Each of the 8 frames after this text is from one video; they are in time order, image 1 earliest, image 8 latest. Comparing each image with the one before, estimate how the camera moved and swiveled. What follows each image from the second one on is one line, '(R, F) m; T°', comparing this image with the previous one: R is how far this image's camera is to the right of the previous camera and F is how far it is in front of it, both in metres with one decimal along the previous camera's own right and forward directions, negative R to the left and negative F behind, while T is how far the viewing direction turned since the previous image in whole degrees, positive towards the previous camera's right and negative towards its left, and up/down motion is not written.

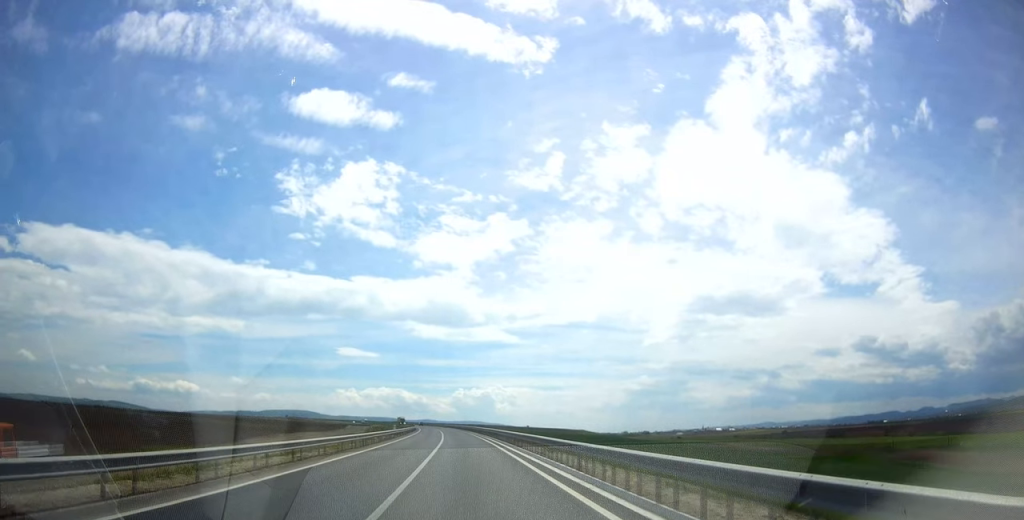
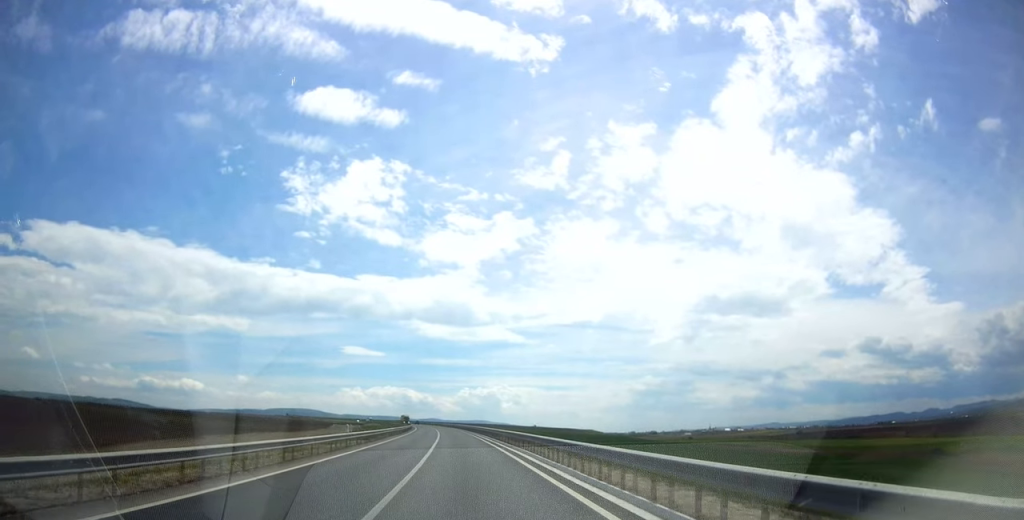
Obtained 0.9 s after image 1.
(-0.4, +24.8) m; -2°
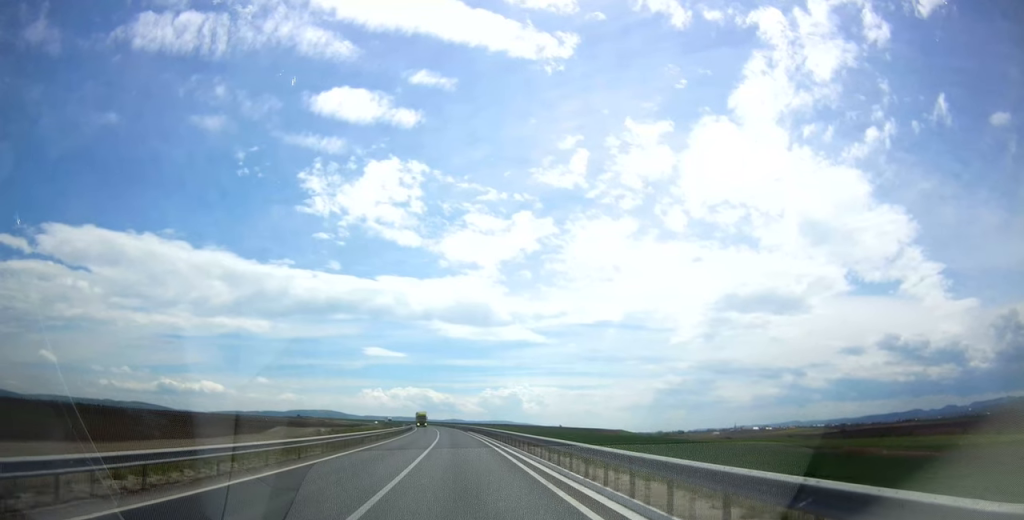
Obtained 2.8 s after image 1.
(-0.5, +51.7) m; 0°
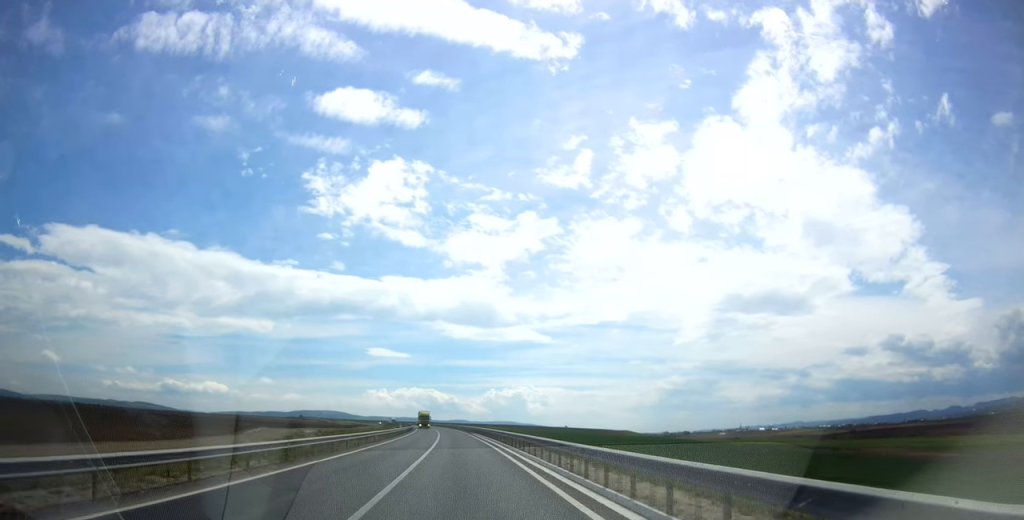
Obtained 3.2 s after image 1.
(+0.1, +10.7) m; 0°
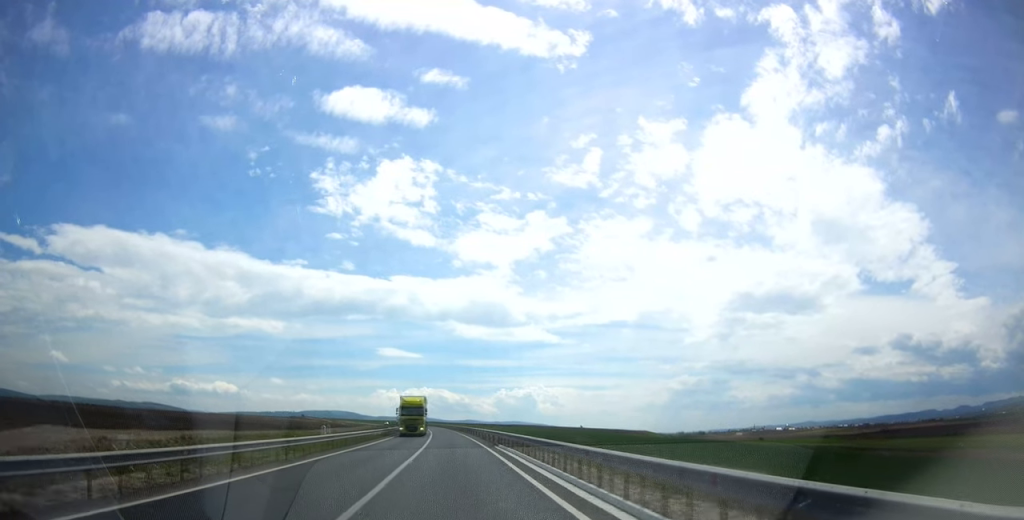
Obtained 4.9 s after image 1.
(-0.7, +43.8) m; -3°
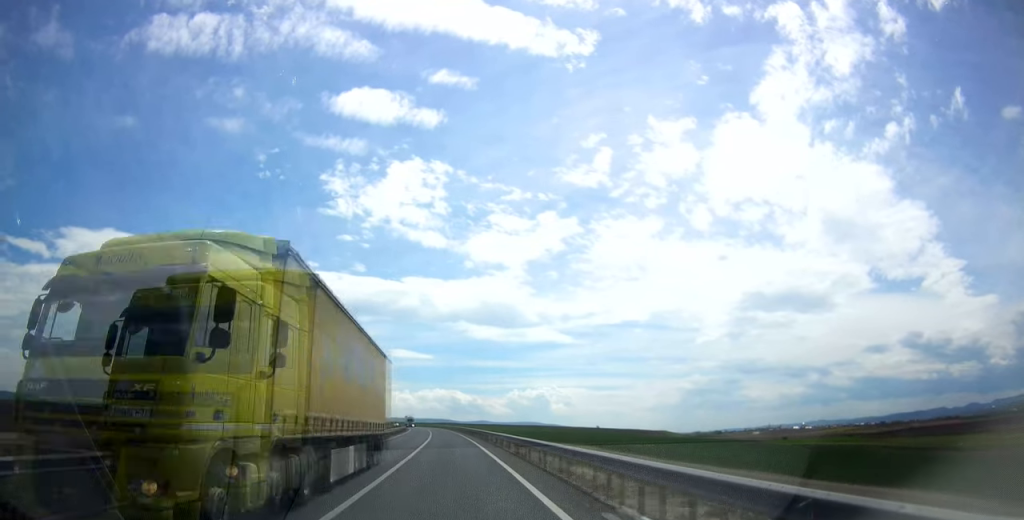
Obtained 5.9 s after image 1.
(-0.5, +27.5) m; -1°
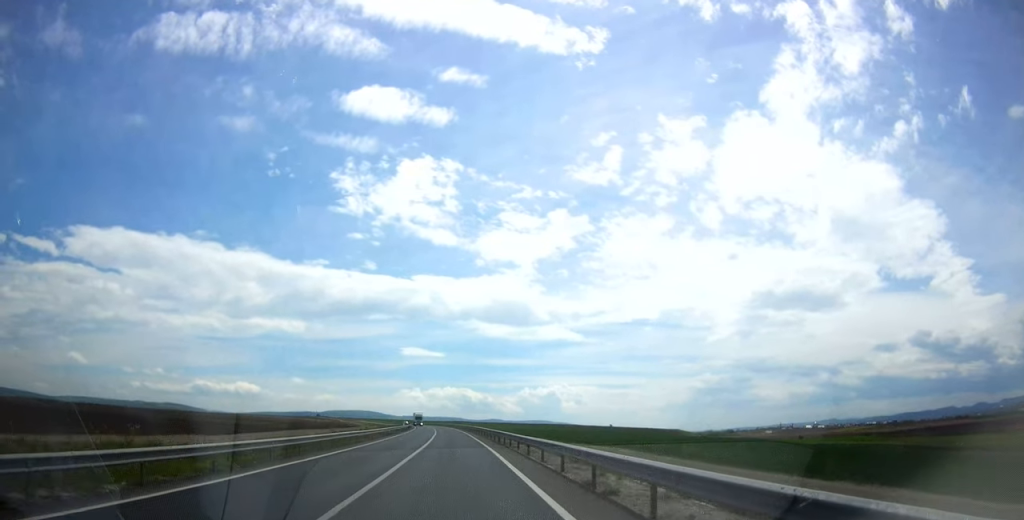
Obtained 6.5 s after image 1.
(-0.1, +14.8) m; 0°
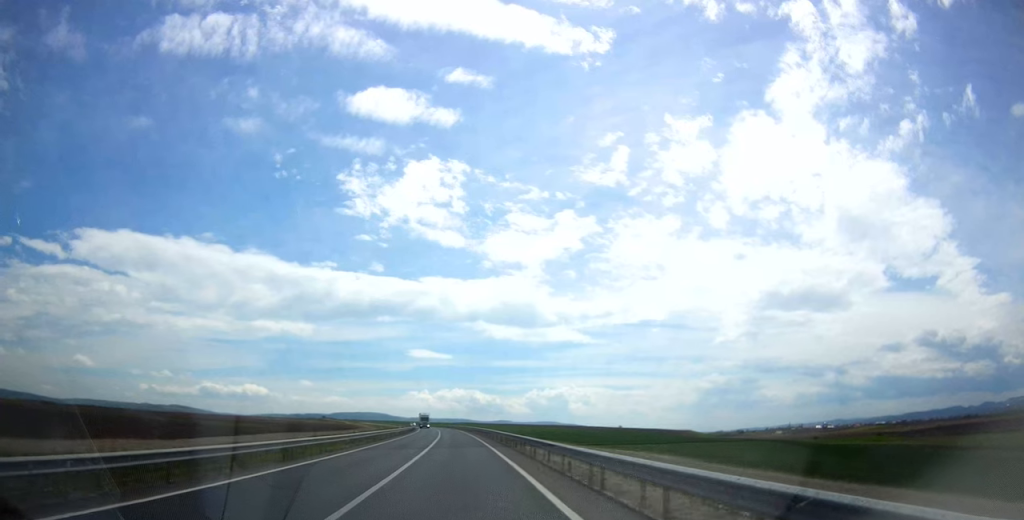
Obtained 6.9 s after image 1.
(0.0, +11.6) m; 0°
